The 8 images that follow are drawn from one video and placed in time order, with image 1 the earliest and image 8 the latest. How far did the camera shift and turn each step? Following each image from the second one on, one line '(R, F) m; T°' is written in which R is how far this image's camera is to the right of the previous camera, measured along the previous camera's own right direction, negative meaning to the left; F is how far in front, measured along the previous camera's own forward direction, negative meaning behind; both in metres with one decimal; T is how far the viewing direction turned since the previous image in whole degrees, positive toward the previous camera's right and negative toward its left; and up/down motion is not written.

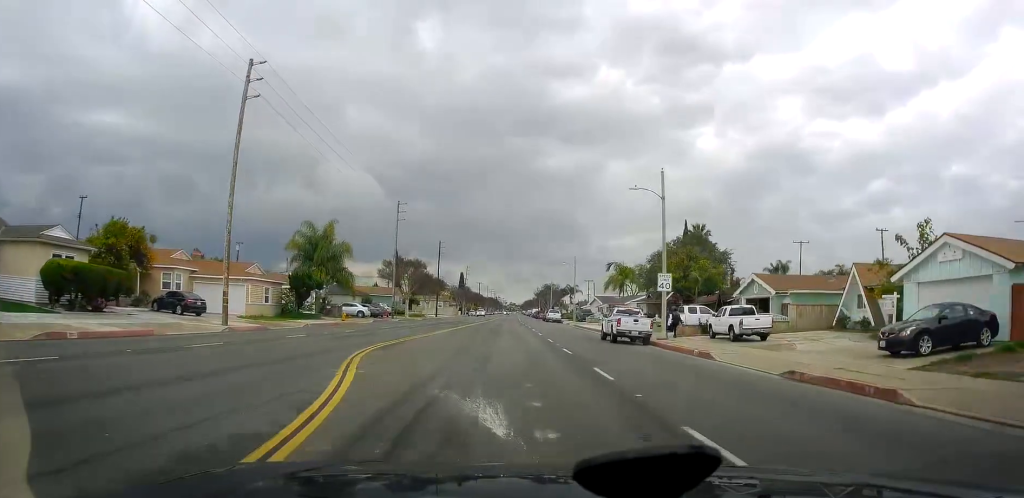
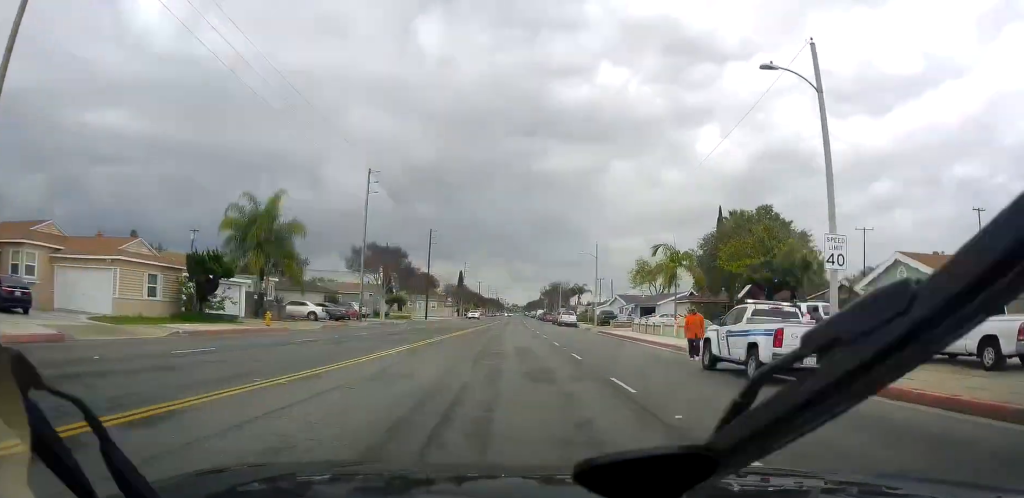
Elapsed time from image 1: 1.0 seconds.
(-0.2, +11.3) m; -1°
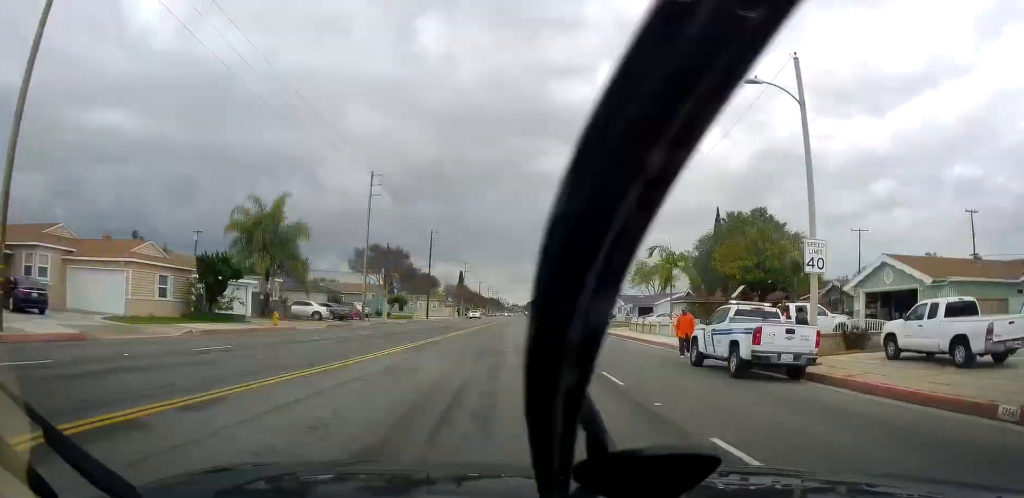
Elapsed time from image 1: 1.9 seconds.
(0.0, +11.1) m; +1°
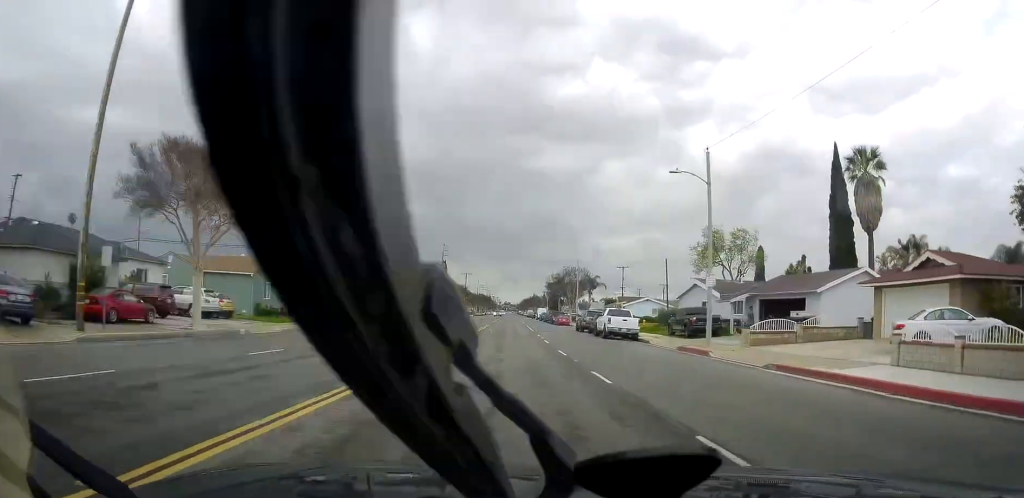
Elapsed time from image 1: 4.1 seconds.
(-0.9, +33.2) m; -1°
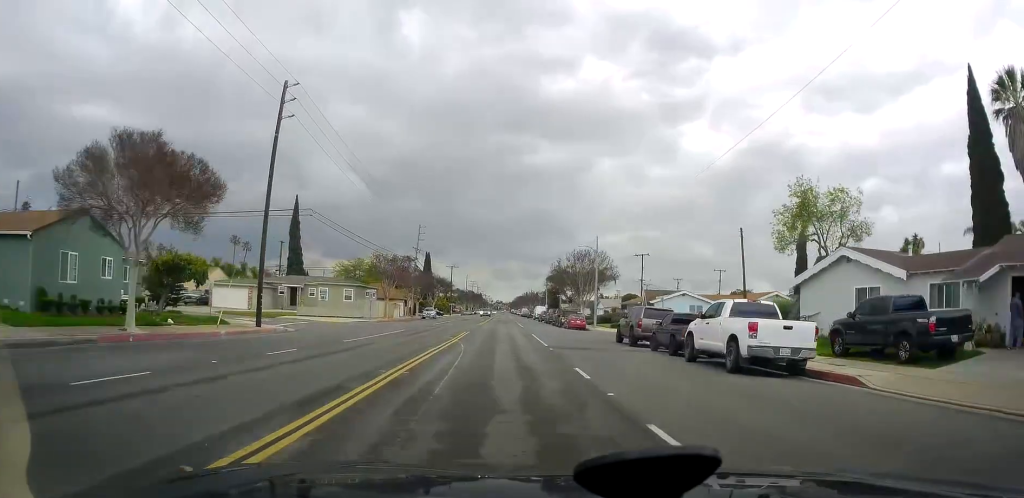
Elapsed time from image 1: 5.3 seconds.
(+0.8, +21.0) m; +2°
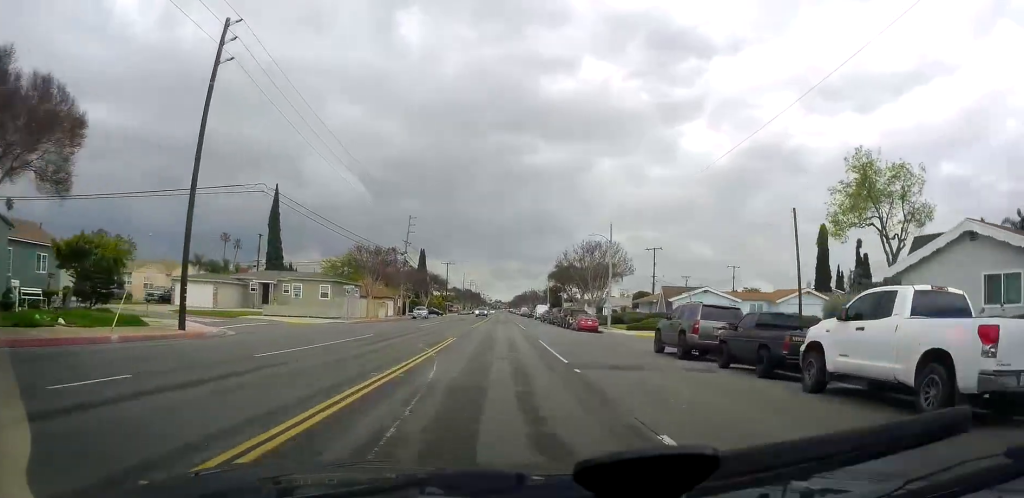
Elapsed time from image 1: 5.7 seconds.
(0.0, +7.8) m; 0°
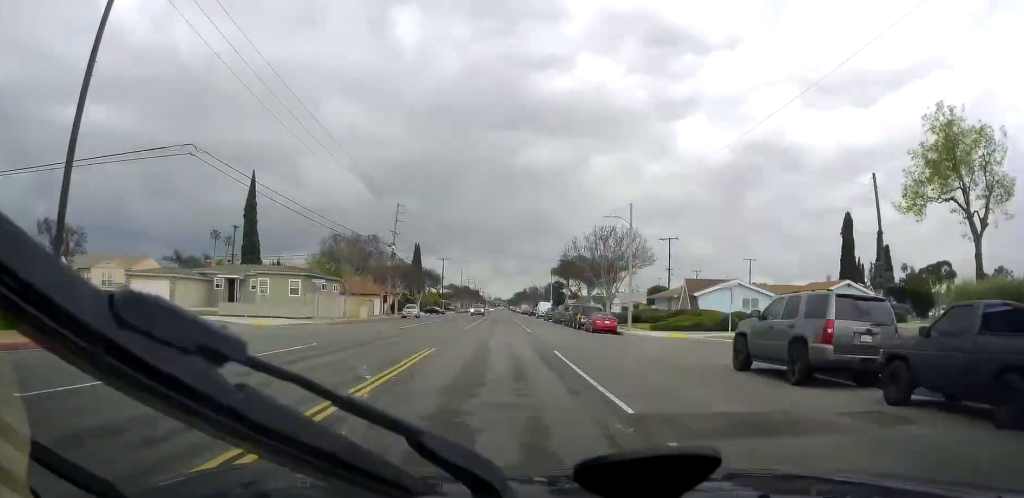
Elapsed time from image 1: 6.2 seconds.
(0.0, +7.8) m; 0°
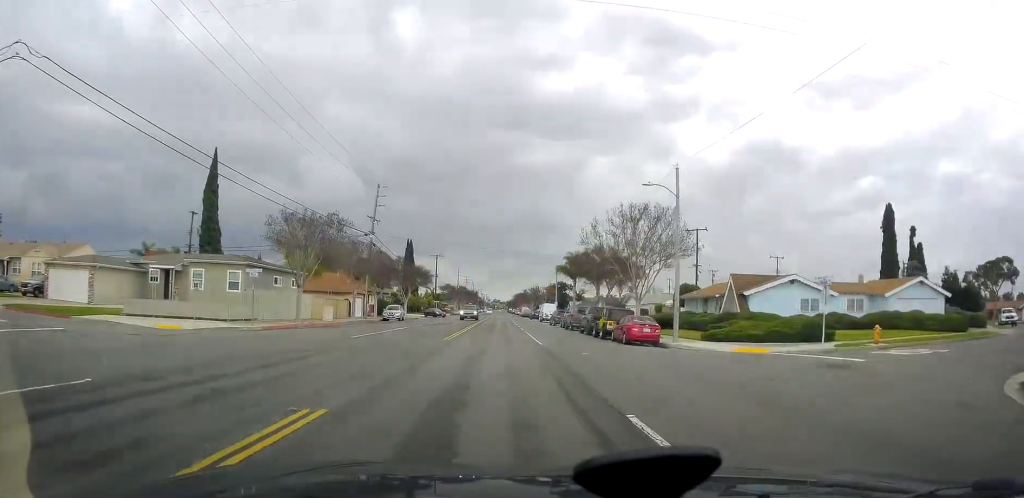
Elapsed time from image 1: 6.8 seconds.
(+0.1, +11.0) m; -1°
